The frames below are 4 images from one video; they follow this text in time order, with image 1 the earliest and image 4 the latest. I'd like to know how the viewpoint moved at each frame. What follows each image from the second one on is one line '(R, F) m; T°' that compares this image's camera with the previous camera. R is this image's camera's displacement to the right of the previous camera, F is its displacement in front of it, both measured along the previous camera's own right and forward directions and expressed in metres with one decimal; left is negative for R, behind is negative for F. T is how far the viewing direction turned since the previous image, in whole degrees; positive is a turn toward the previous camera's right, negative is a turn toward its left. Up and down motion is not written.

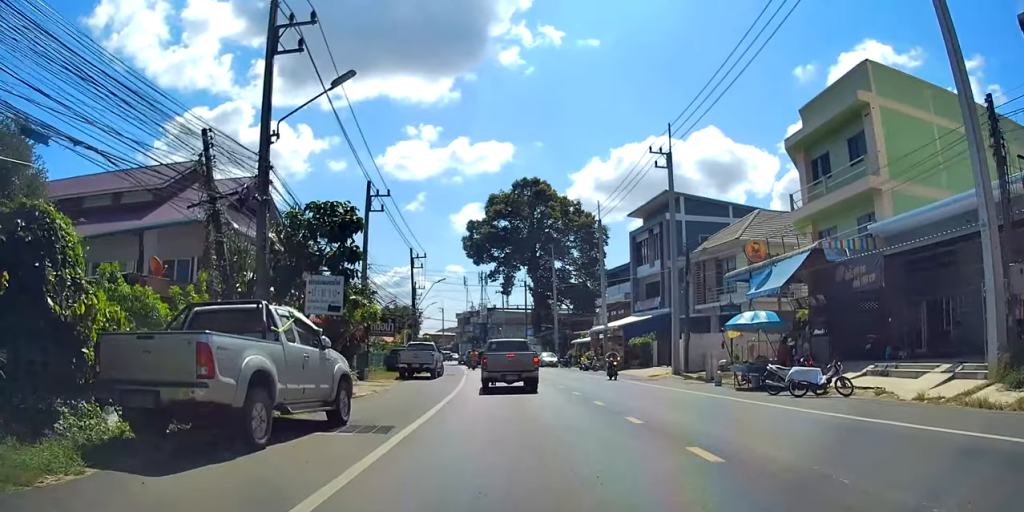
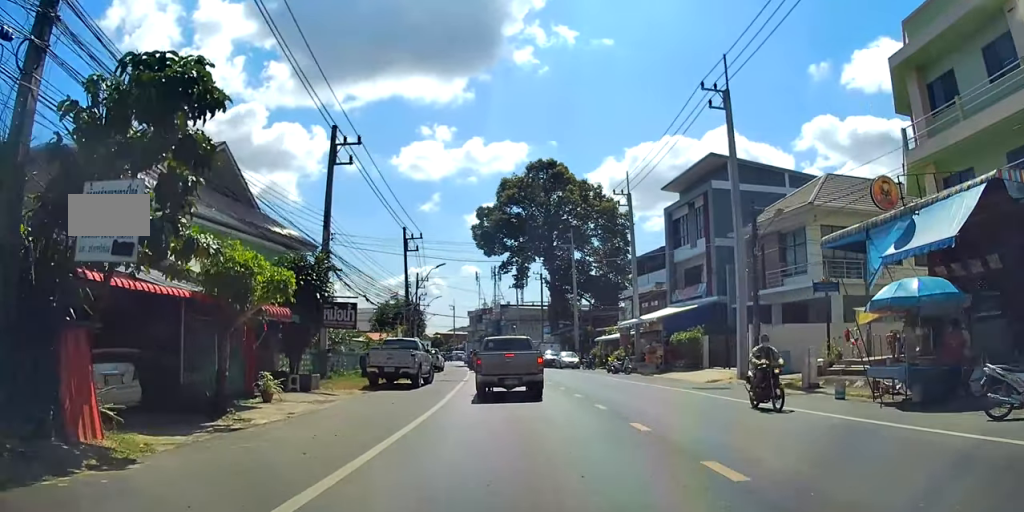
(-0.3, +8.3) m; -4°
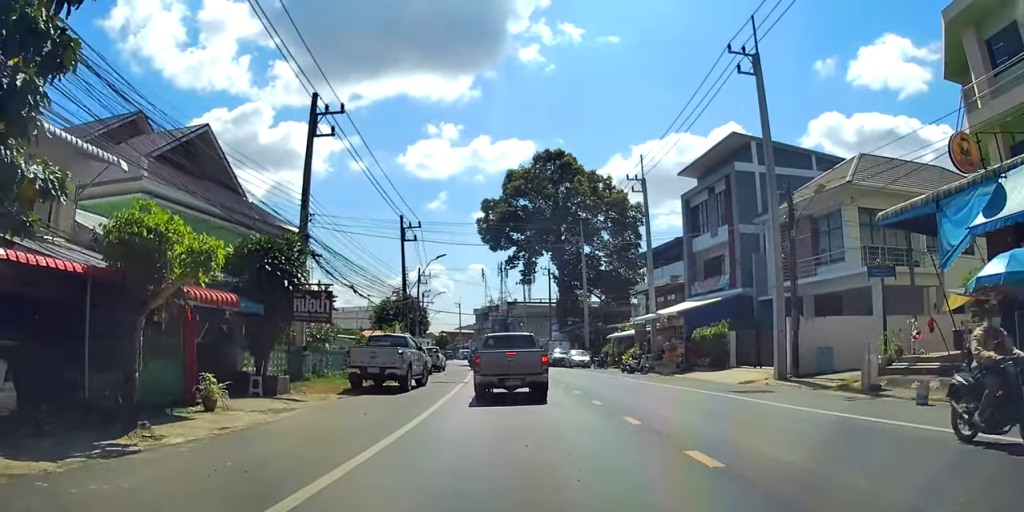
(-0.2, +3.0) m; +2°
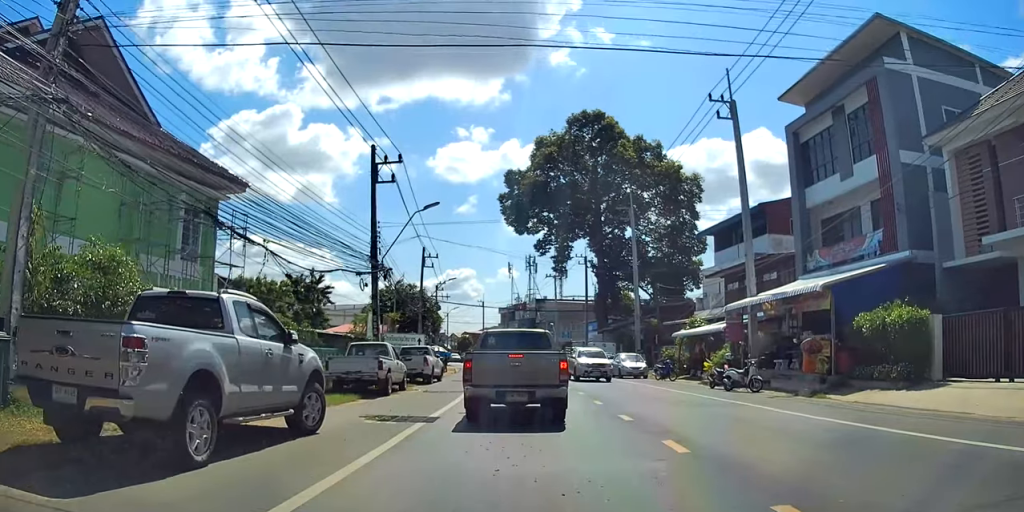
(-0.2, +15.0) m; -6°
